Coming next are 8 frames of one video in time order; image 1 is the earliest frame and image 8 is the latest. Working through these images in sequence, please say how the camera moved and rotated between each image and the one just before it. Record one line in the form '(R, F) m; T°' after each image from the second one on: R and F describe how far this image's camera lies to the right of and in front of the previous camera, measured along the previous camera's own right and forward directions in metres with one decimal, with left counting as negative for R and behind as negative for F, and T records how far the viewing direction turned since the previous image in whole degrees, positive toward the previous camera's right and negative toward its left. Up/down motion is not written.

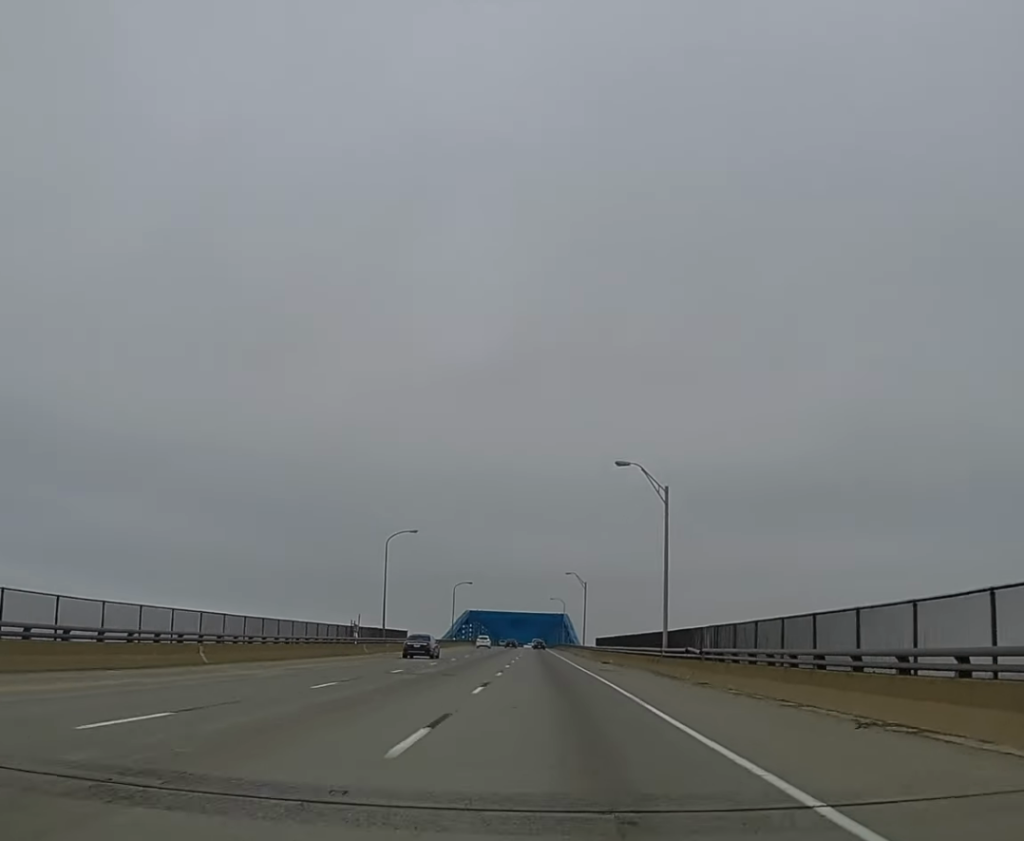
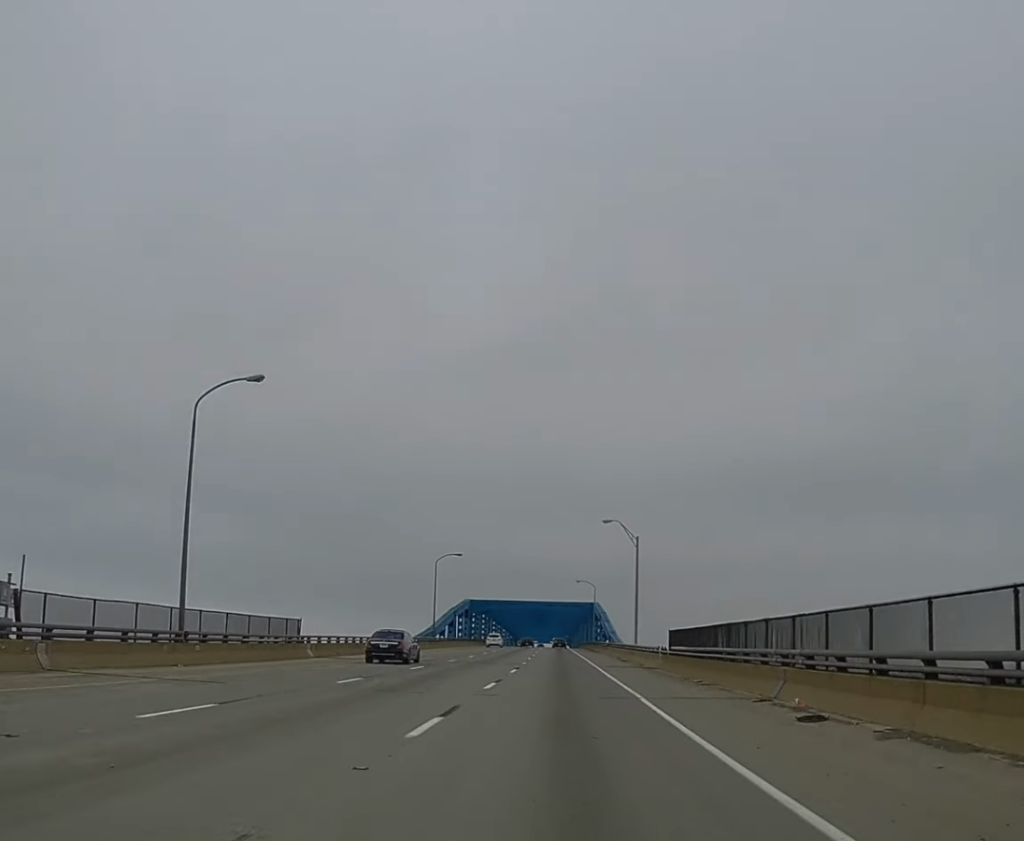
(-0.8, +50.9) m; -1°
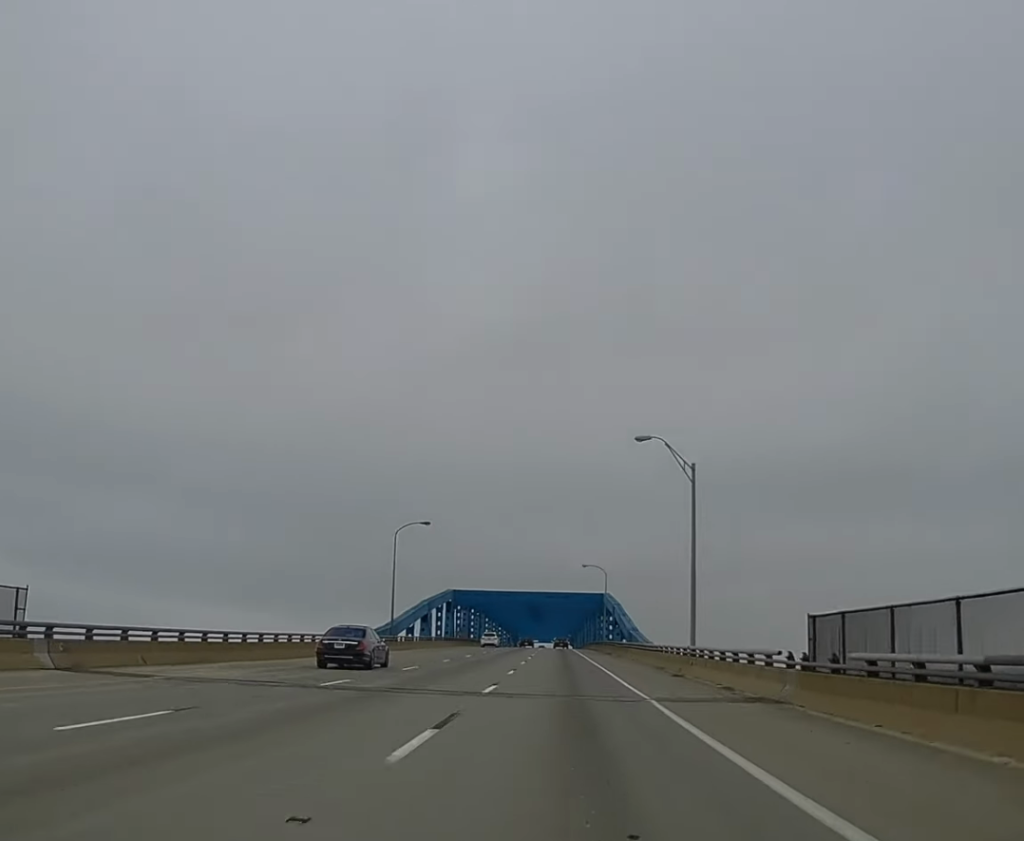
(-0.1, +29.1) m; 0°
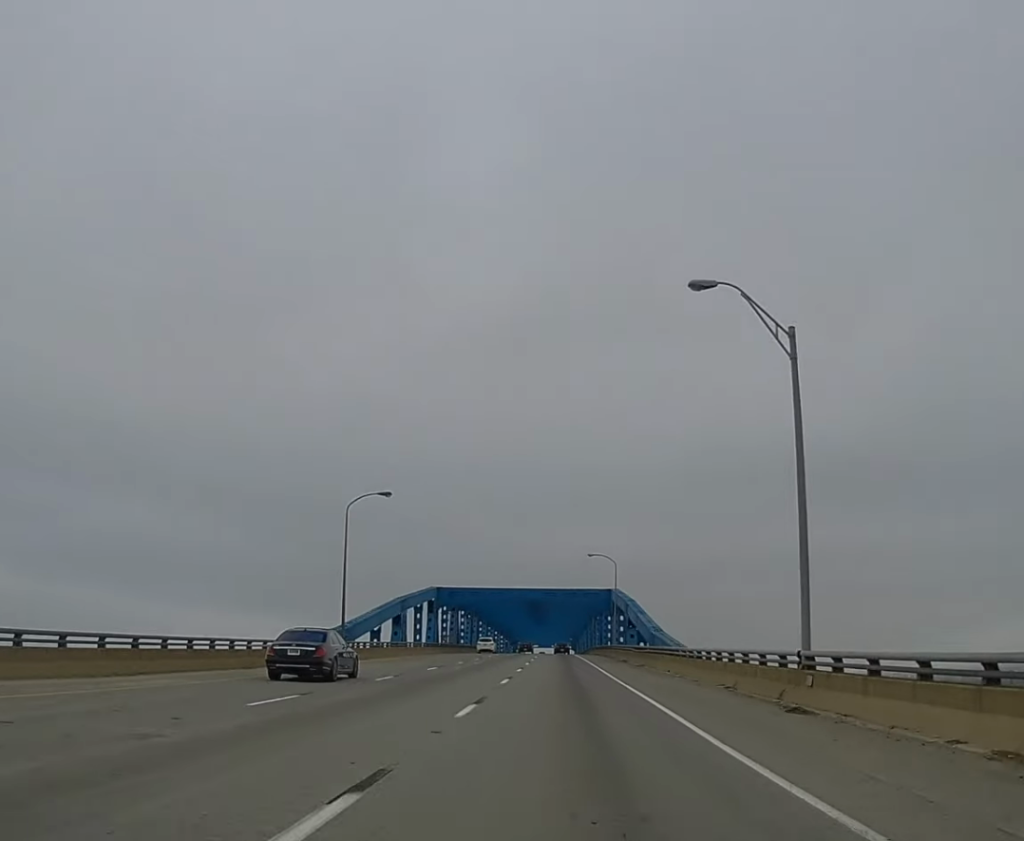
(-0.1, +18.9) m; 0°
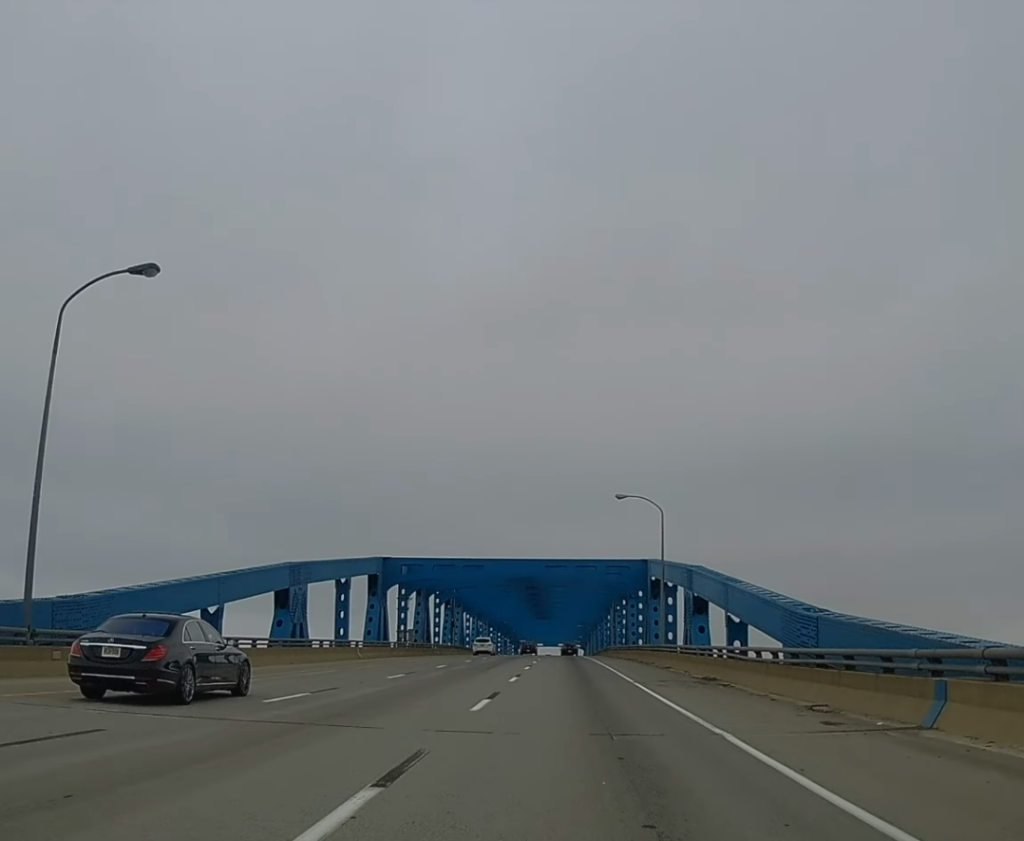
(-0.2, +38.9) m; 0°
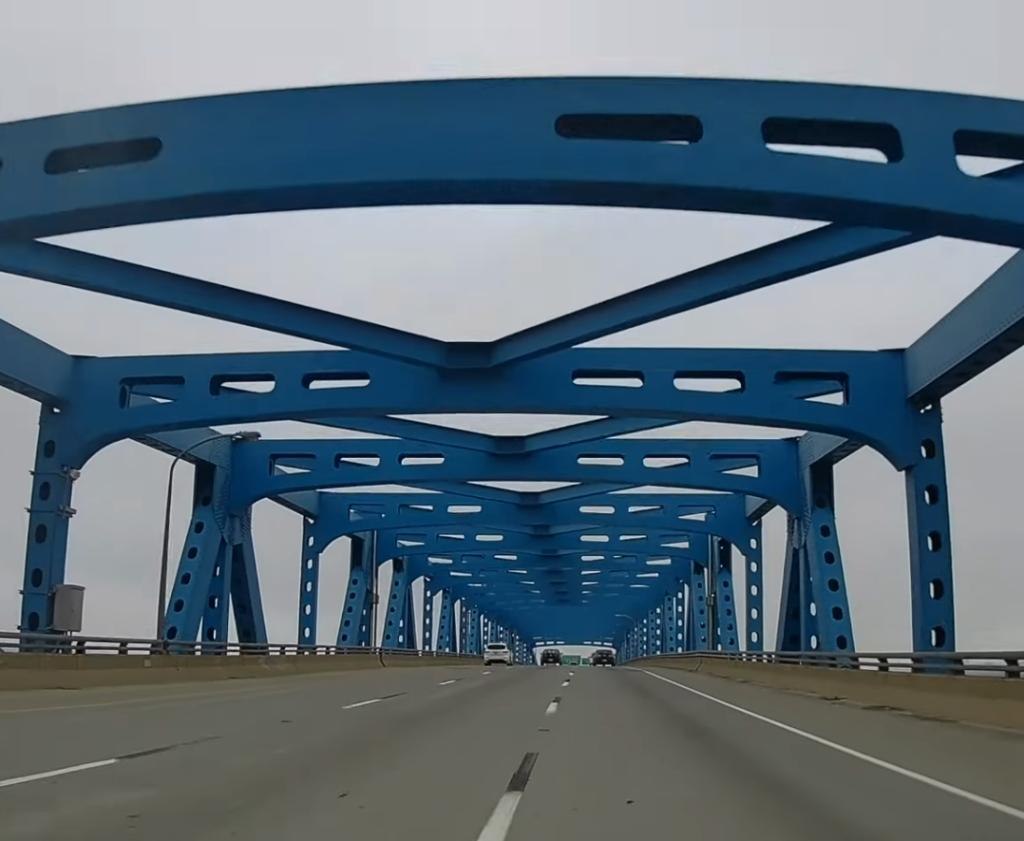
(-0.5, +64.5) m; -1°
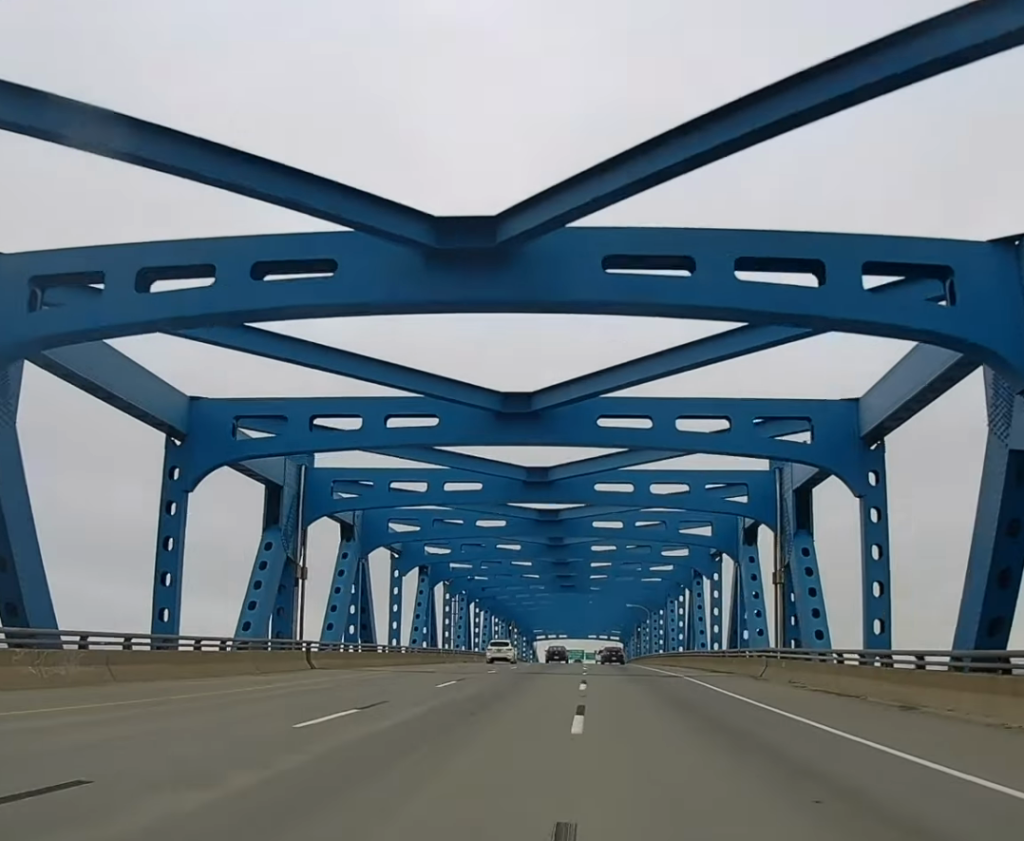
(0.0, +17.7) m; 0°
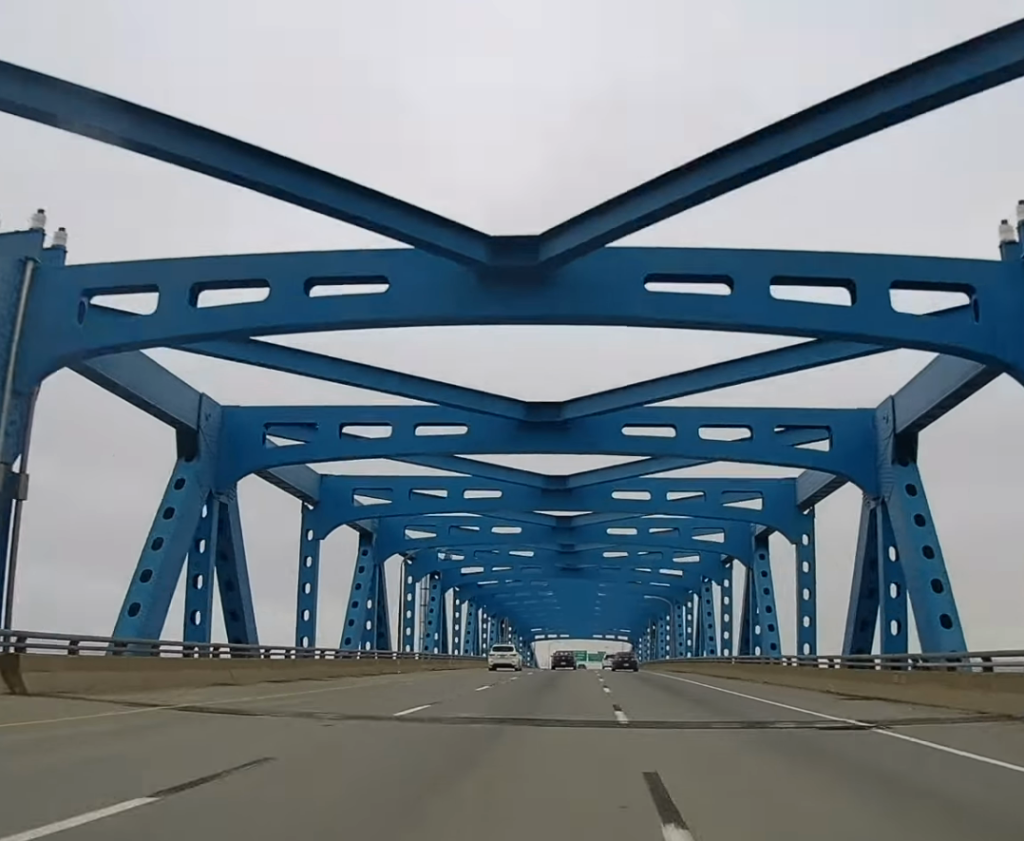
(0.0, +23.1) m; 0°
